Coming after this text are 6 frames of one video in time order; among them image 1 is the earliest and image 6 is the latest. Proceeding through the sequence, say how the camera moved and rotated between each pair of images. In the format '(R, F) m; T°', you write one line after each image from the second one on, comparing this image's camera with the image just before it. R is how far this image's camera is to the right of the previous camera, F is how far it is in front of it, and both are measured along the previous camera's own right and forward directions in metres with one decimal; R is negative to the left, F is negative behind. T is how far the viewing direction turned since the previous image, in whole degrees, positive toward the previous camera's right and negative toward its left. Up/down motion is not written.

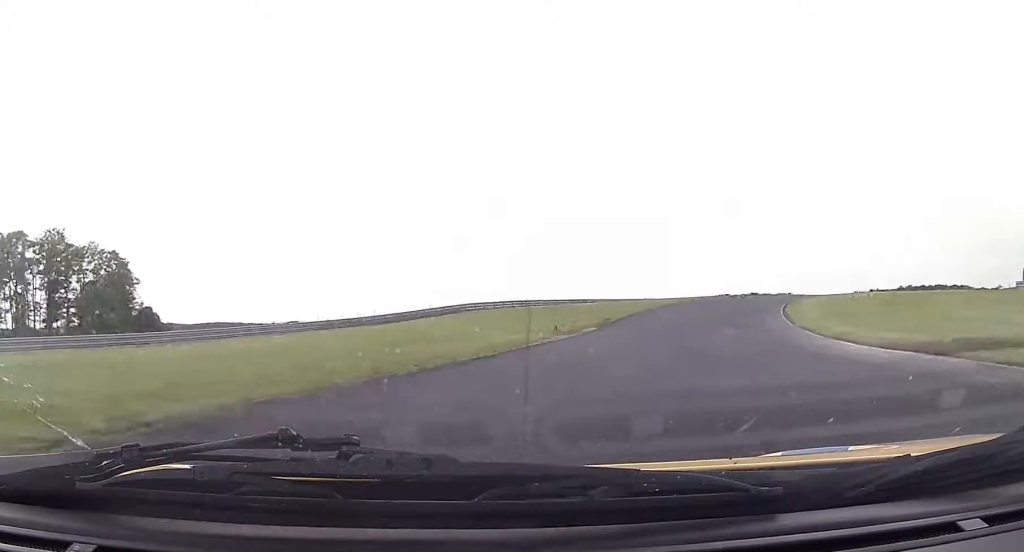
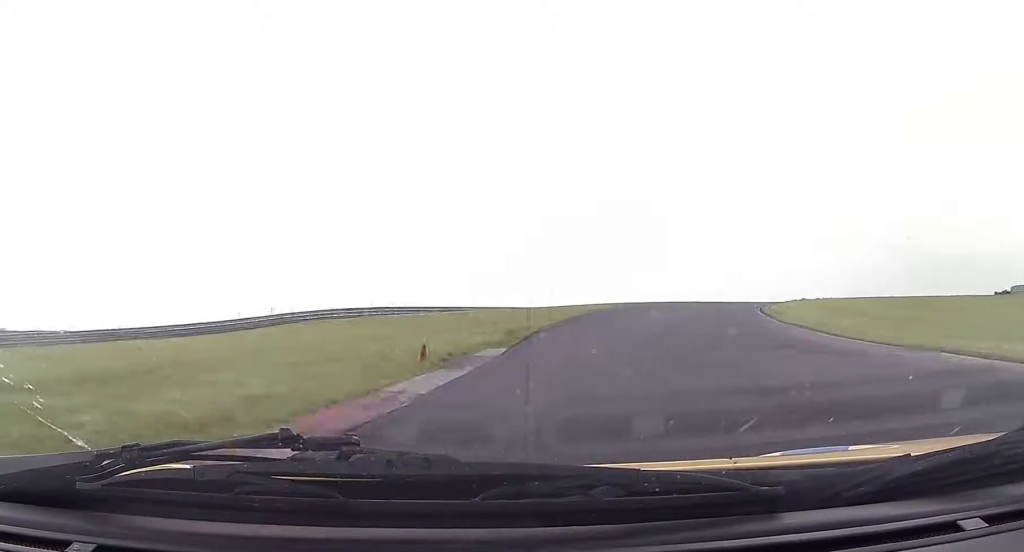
(+1.5, +19.0) m; +11°
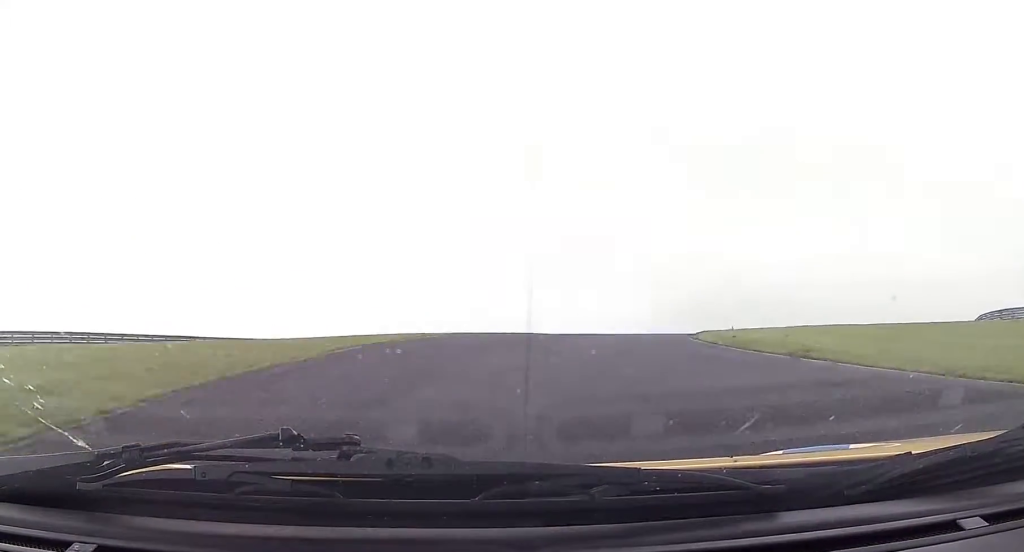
(+3.3, +25.1) m; +16°
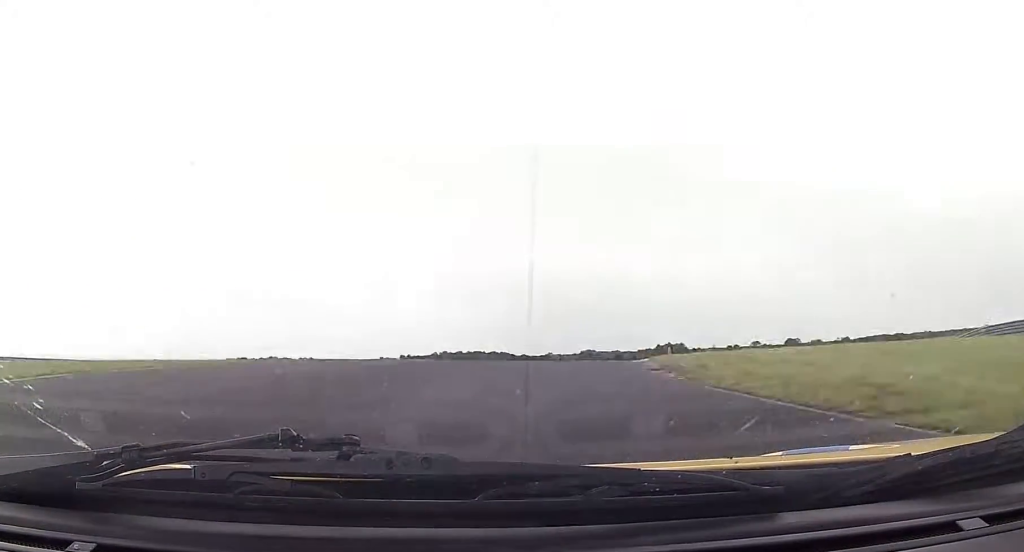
(+1.8, +18.8) m; +12°
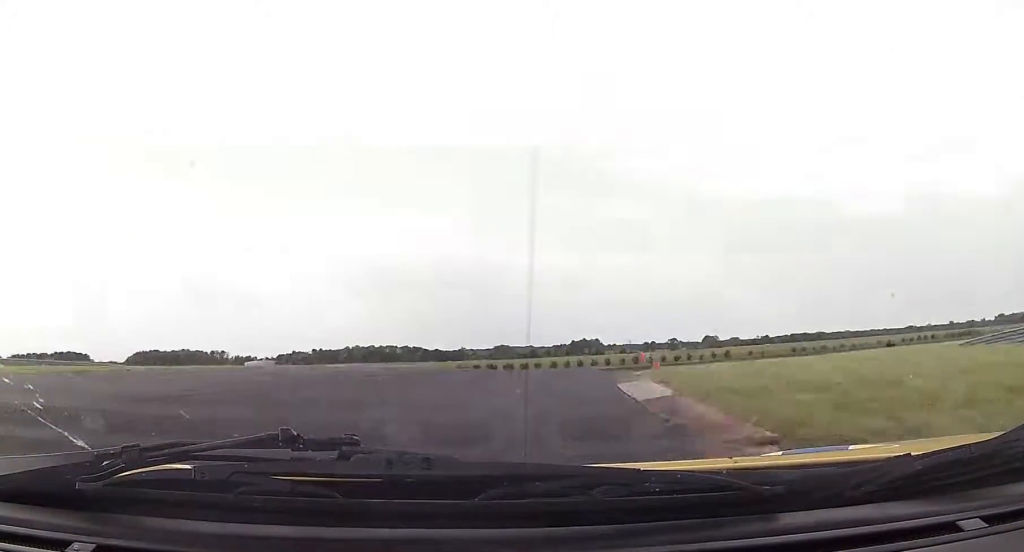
(+1.1, +11.2) m; +7°
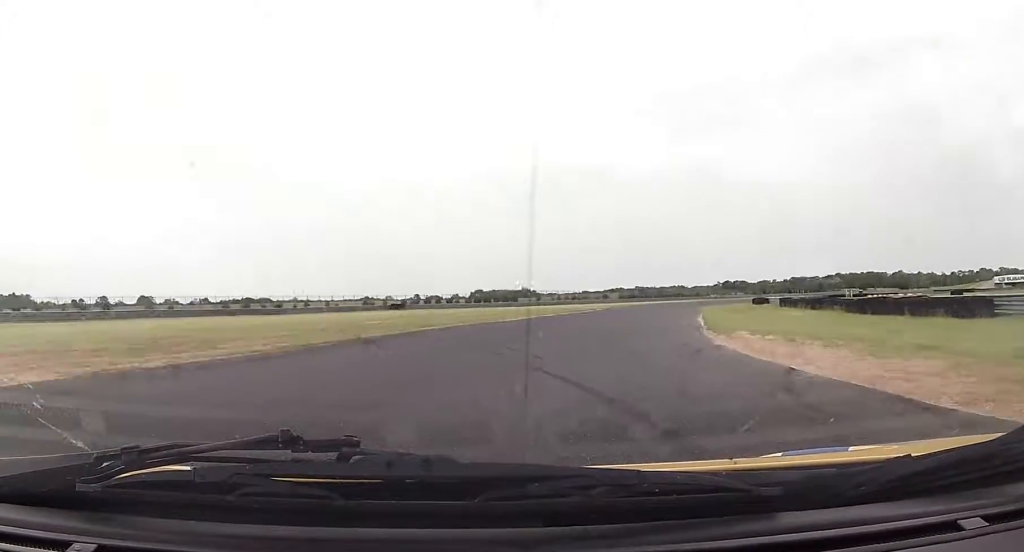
(+36.5, +81.0) m; +42°
